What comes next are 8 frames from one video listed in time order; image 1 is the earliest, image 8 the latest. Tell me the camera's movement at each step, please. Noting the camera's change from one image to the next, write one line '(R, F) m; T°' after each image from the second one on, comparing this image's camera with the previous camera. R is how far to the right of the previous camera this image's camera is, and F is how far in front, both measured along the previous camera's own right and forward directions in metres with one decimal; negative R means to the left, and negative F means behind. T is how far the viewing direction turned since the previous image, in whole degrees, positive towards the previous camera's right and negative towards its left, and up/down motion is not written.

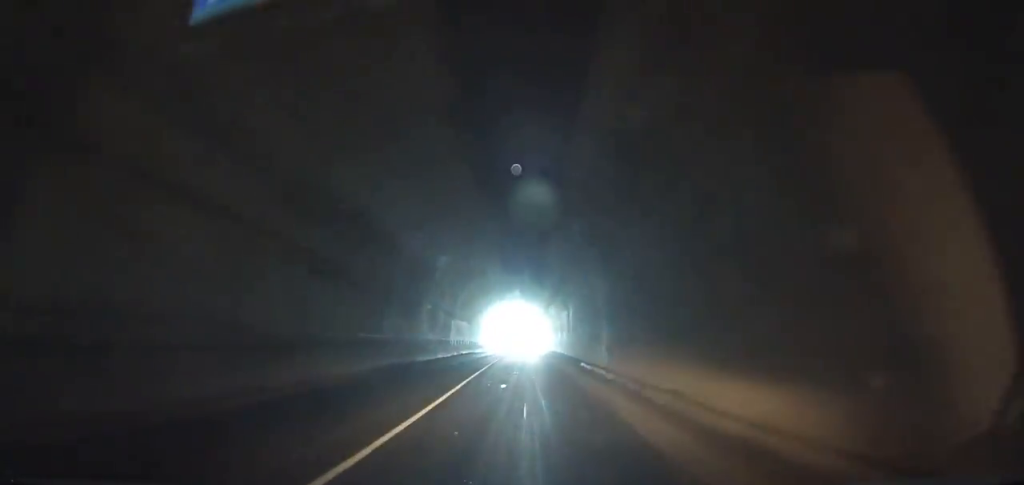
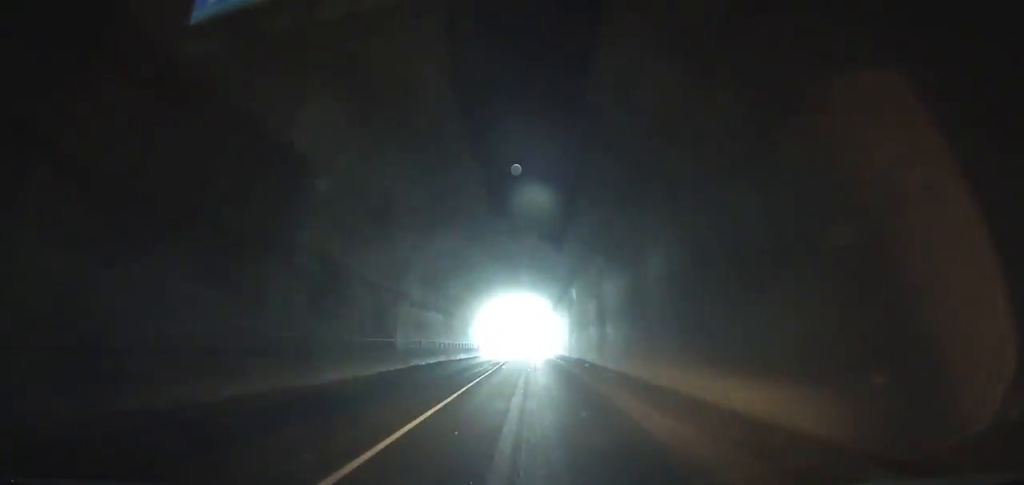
(+0.1, +23.3) m; 0°
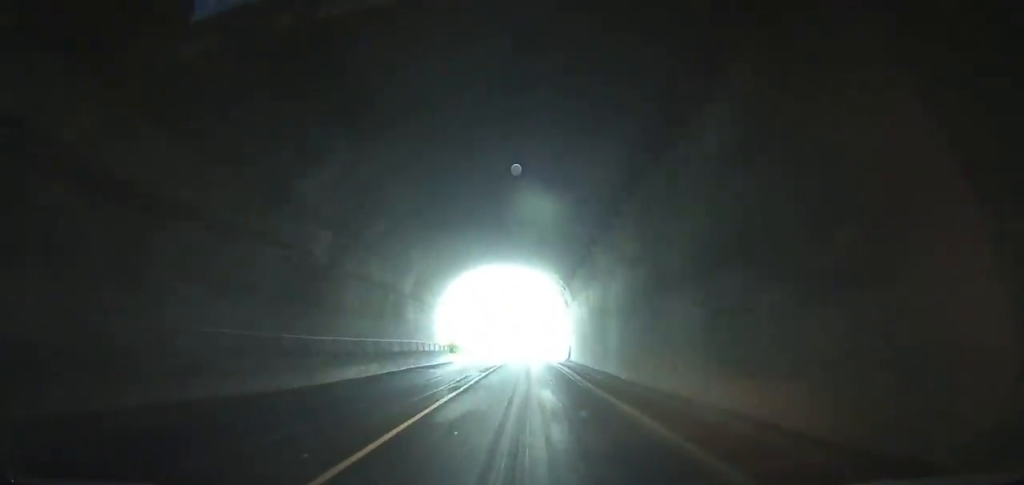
(+0.1, +28.3) m; 0°
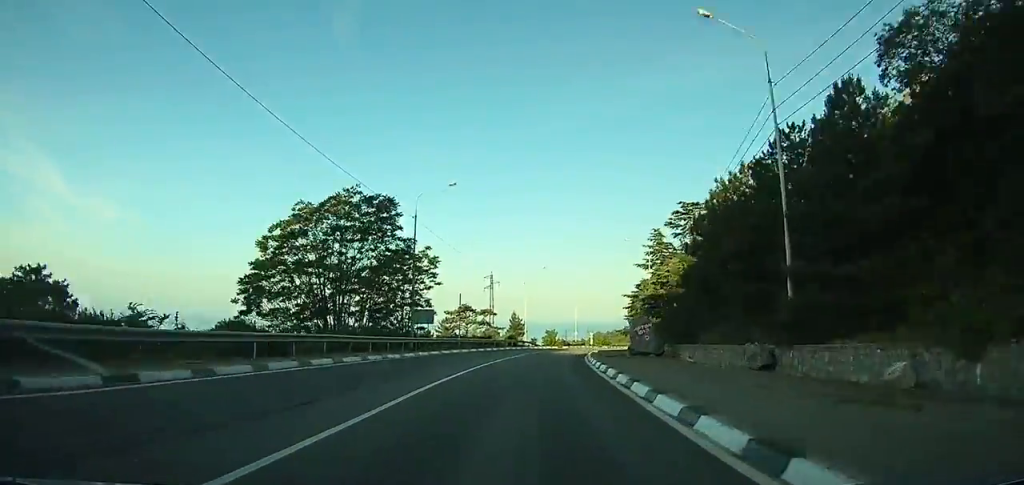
(-5.5, +84.3) m; -4°
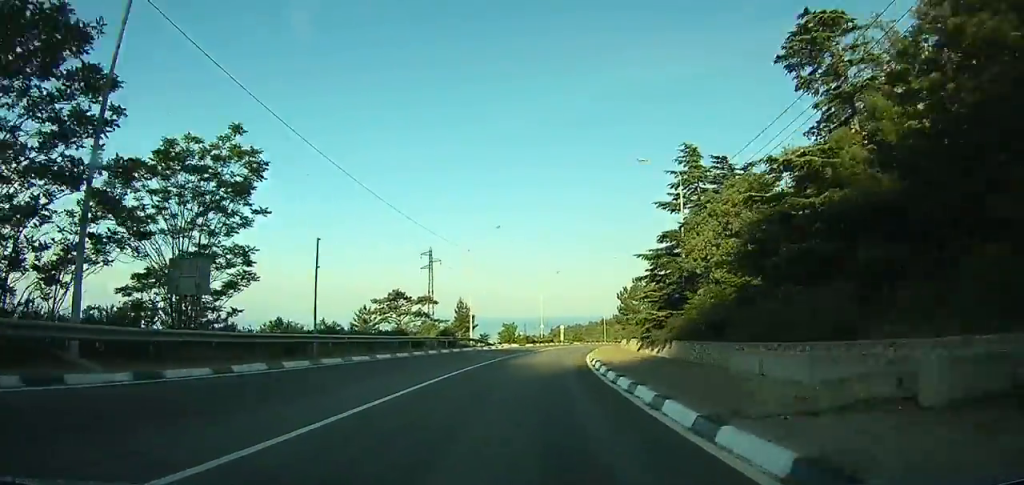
(-0.1, +27.1) m; +4°
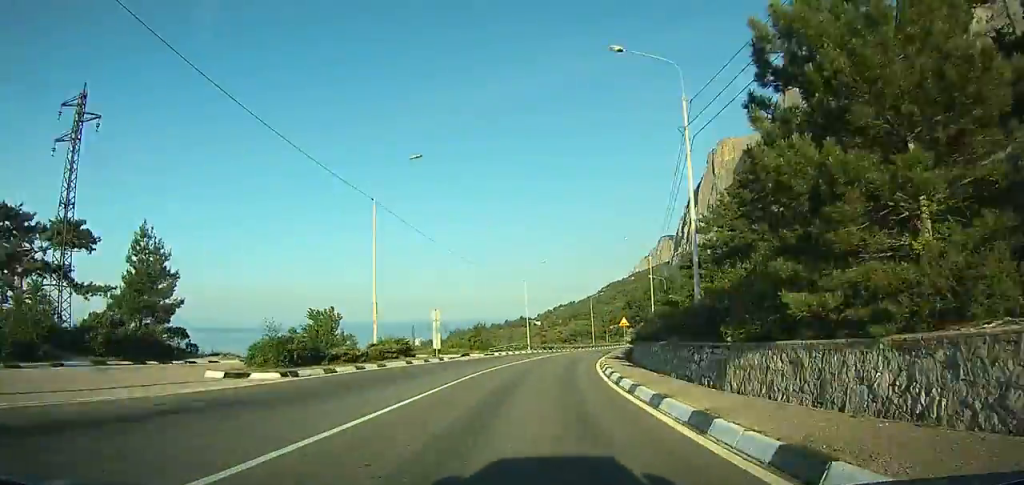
(+9.0, +61.3) m; +16°
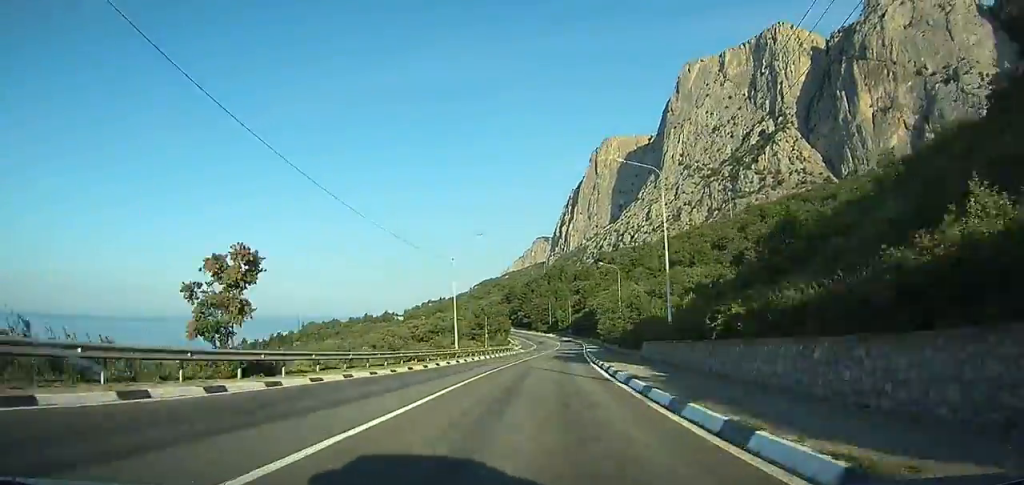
(+9.2, +71.5) m; +12°
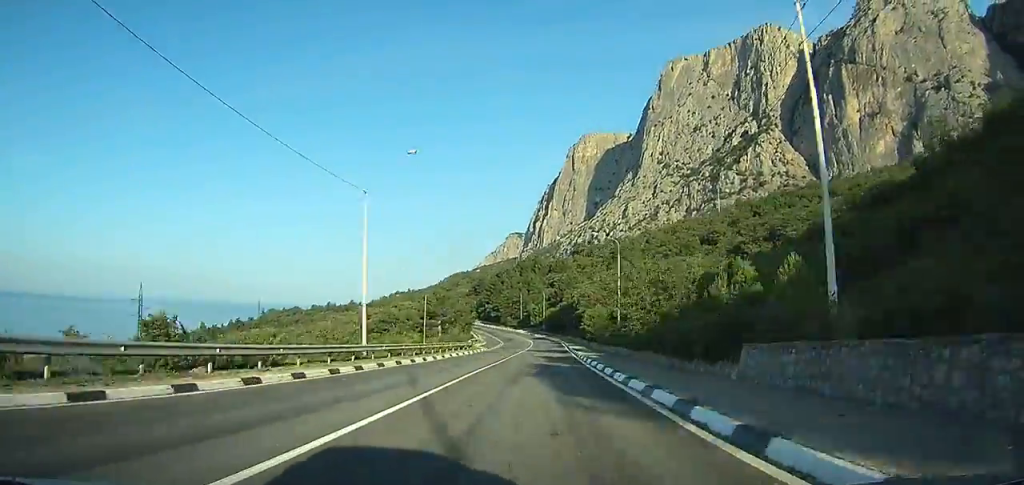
(+0.5, +23.1) m; +2°
